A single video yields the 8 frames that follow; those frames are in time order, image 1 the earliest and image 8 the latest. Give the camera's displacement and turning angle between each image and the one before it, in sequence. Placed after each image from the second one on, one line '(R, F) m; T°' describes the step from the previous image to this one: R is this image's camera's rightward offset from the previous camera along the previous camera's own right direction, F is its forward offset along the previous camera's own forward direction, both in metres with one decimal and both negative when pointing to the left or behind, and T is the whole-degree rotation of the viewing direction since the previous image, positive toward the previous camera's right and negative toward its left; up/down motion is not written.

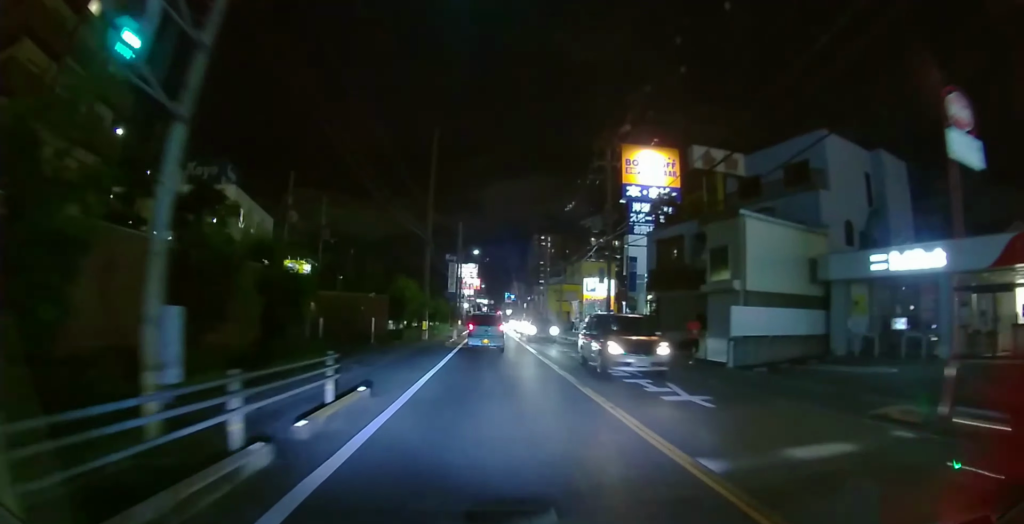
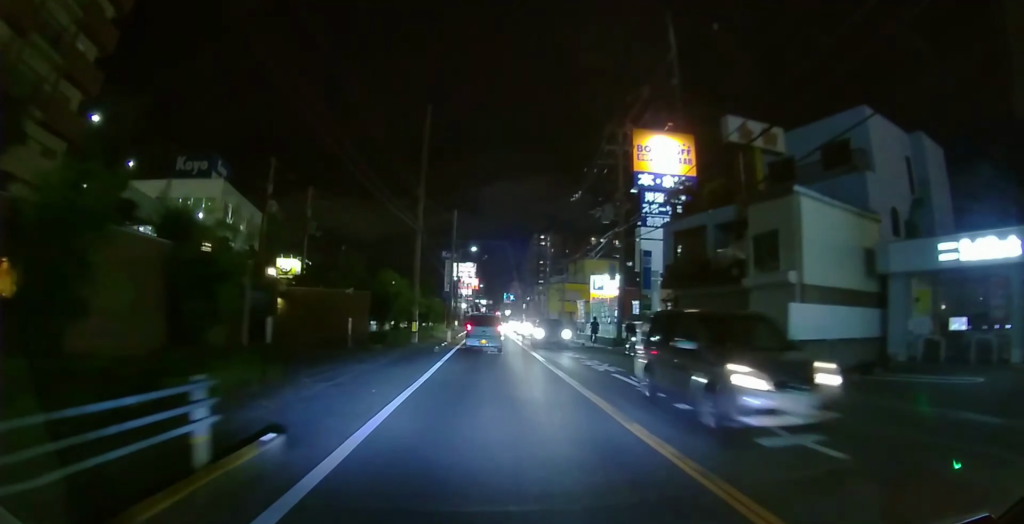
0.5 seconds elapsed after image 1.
(0.0, +3.3) m; 0°
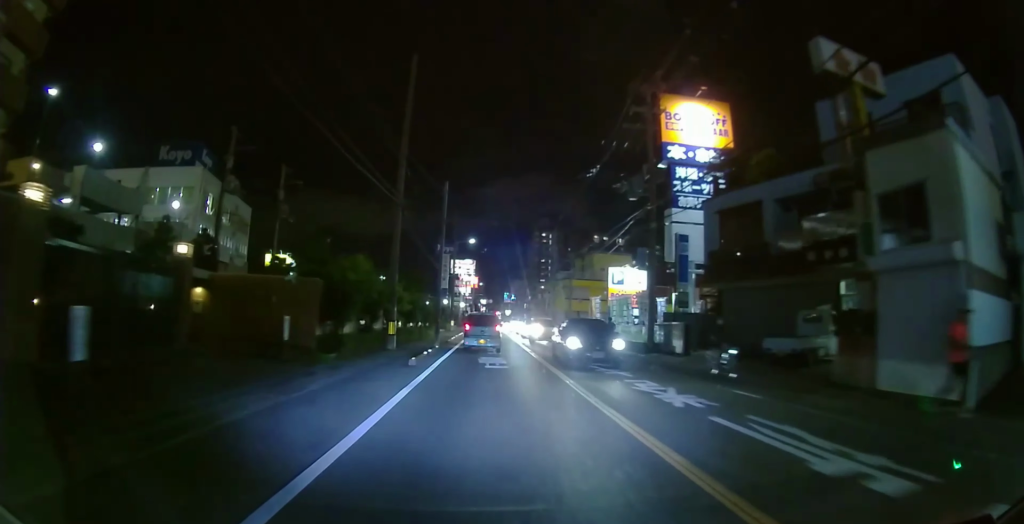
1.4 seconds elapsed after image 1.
(0.0, +6.1) m; 0°
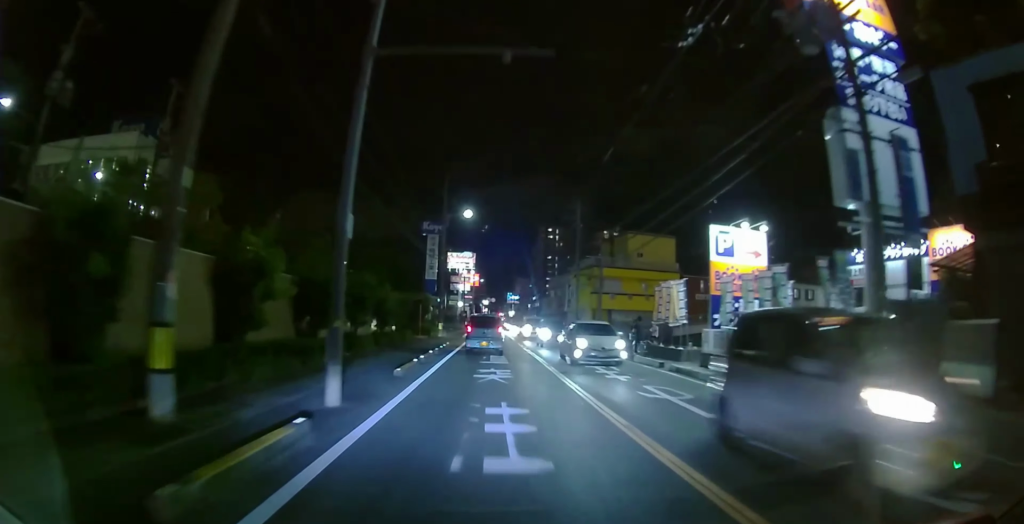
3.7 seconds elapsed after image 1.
(0.0, +16.2) m; -1°
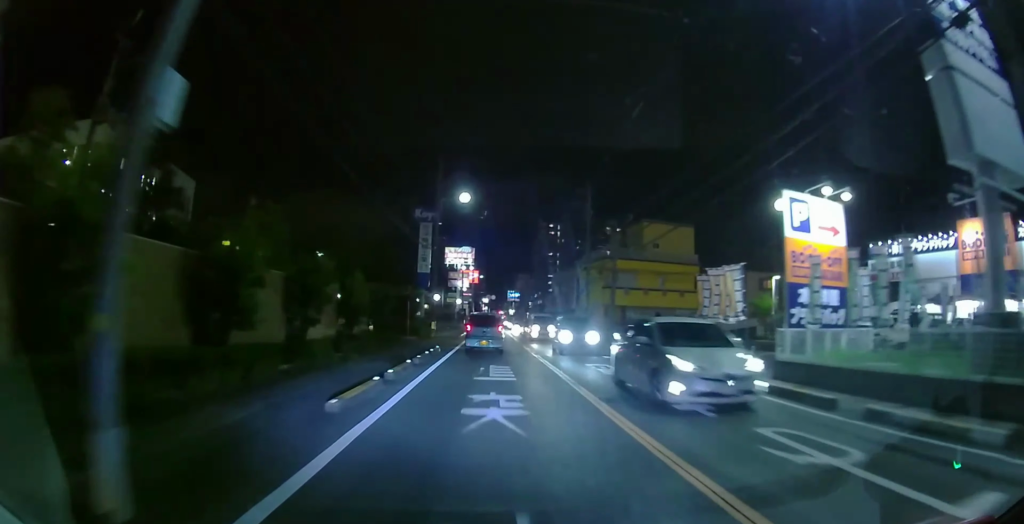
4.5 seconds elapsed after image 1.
(0.0, +5.1) m; -1°
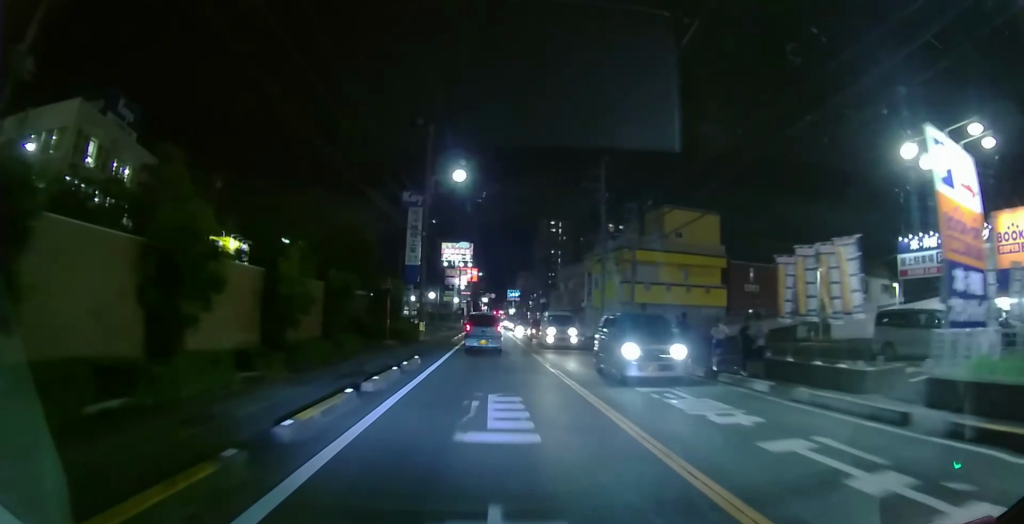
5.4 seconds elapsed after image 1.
(-0.1, +5.9) m; 0°
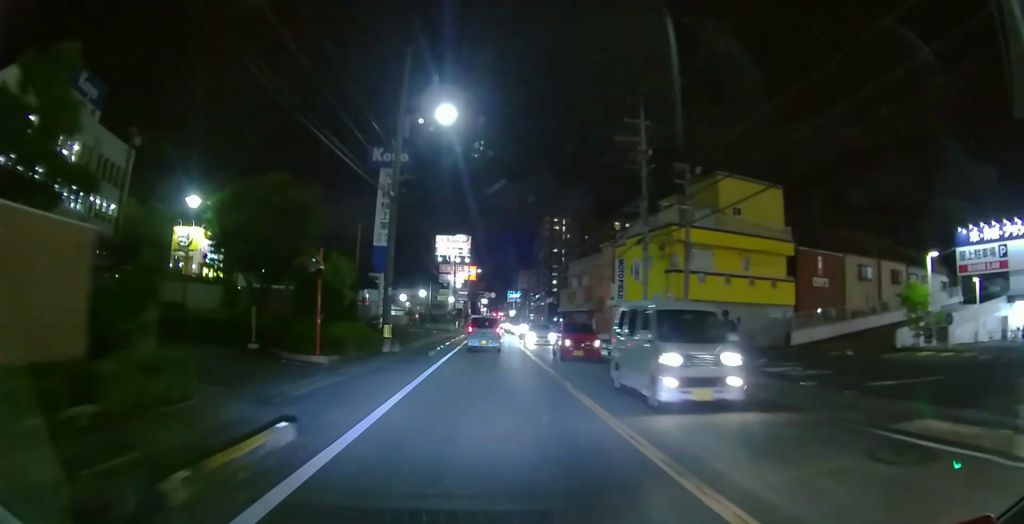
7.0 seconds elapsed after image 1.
(0.0, +10.3) m; -1°
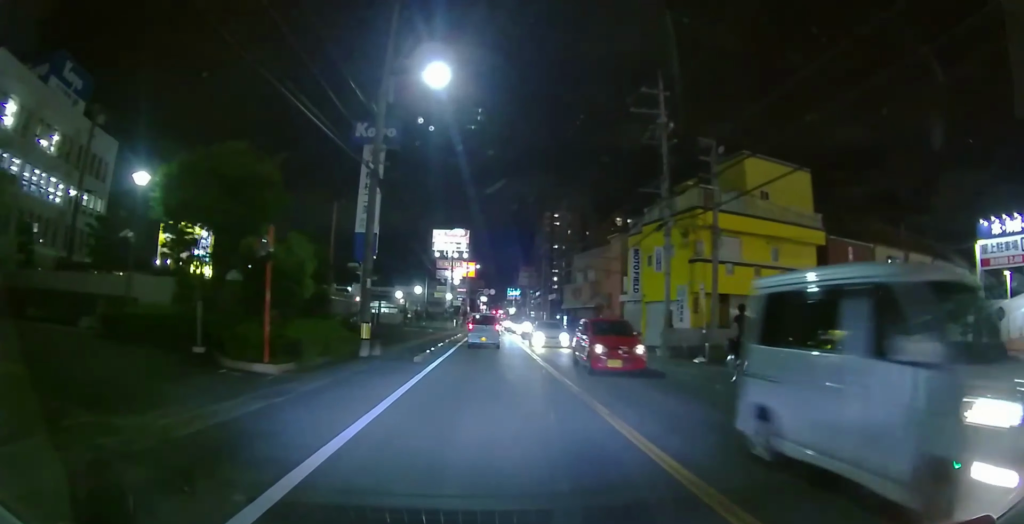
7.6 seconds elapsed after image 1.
(0.0, +3.5) m; 0°
